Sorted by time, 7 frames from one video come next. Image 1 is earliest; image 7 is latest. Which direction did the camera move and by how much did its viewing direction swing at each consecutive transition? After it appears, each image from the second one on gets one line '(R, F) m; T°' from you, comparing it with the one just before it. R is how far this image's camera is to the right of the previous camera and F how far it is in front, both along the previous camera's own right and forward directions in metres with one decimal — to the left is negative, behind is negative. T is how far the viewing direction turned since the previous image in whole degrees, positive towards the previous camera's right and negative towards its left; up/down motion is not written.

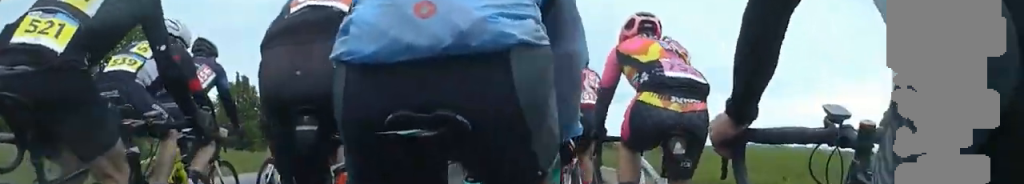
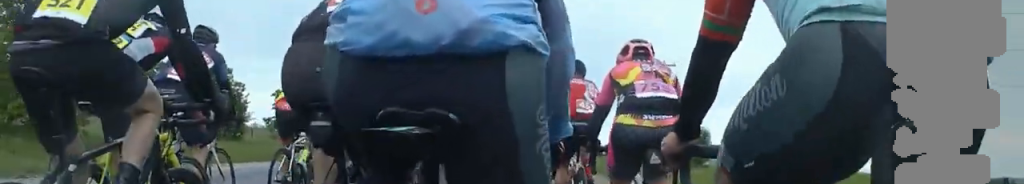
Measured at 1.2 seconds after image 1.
(-0.3, +9.0) m; 0°
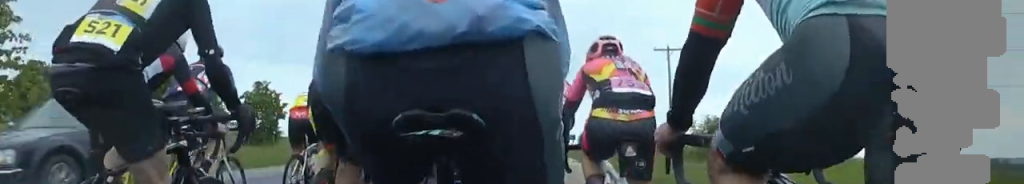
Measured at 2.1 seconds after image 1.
(+0.4, +6.7) m; 0°
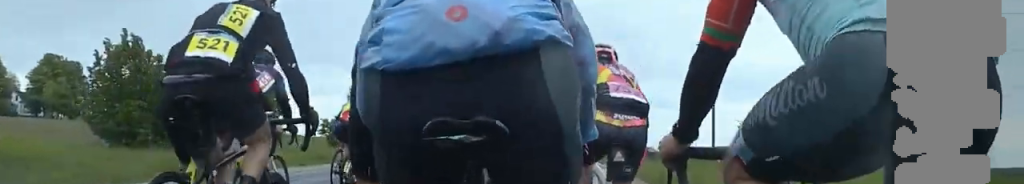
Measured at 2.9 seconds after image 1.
(-0.1, +6.8) m; -3°
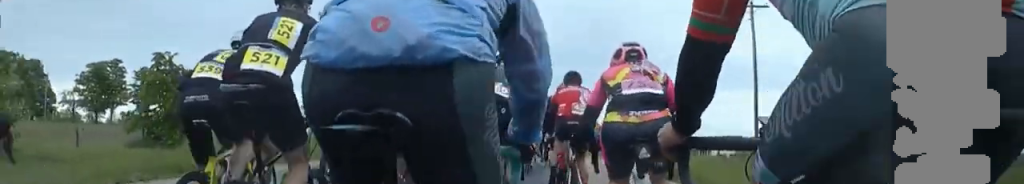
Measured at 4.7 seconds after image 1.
(-0.3, +14.7) m; +5°
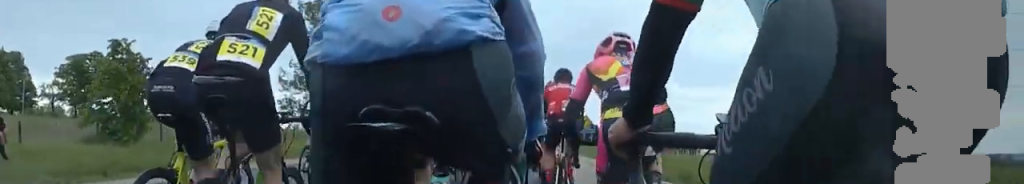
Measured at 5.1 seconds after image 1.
(+0.4, +3.7) m; 0°
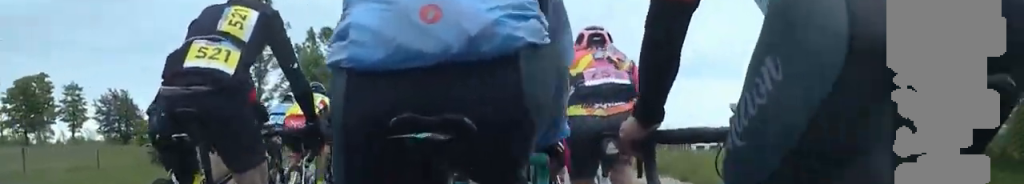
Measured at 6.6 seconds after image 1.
(-0.6, +12.7) m; 0°
